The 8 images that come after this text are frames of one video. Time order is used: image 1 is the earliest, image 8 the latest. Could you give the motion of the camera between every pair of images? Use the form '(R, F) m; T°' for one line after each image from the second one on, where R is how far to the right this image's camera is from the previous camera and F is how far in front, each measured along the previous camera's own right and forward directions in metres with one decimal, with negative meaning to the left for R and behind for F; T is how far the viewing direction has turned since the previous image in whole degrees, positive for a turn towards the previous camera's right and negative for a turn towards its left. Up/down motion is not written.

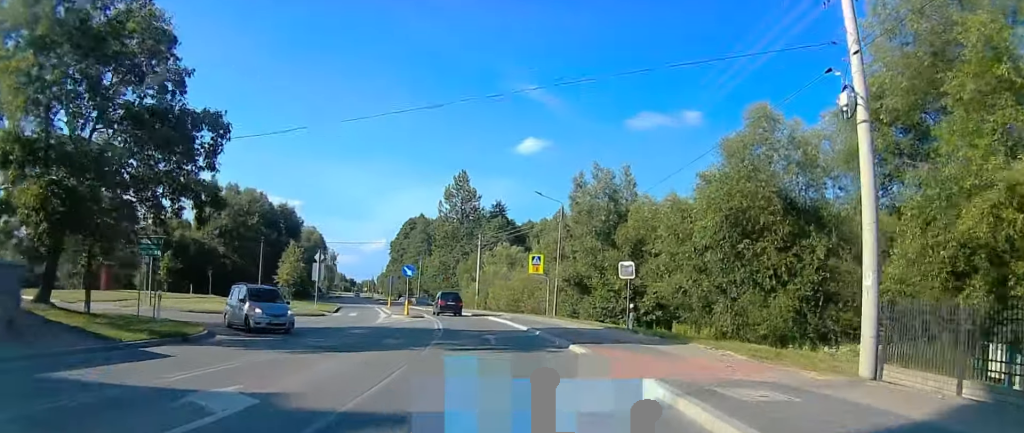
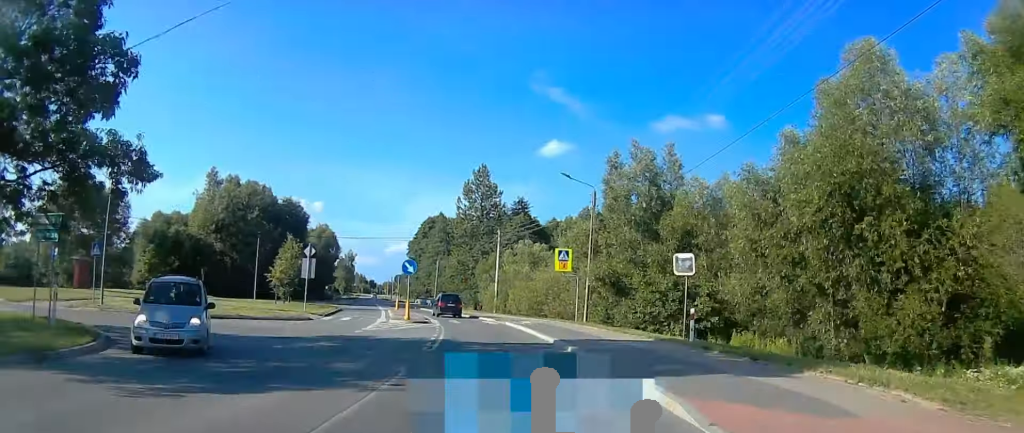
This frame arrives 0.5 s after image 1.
(-0.1, +6.7) m; -1°
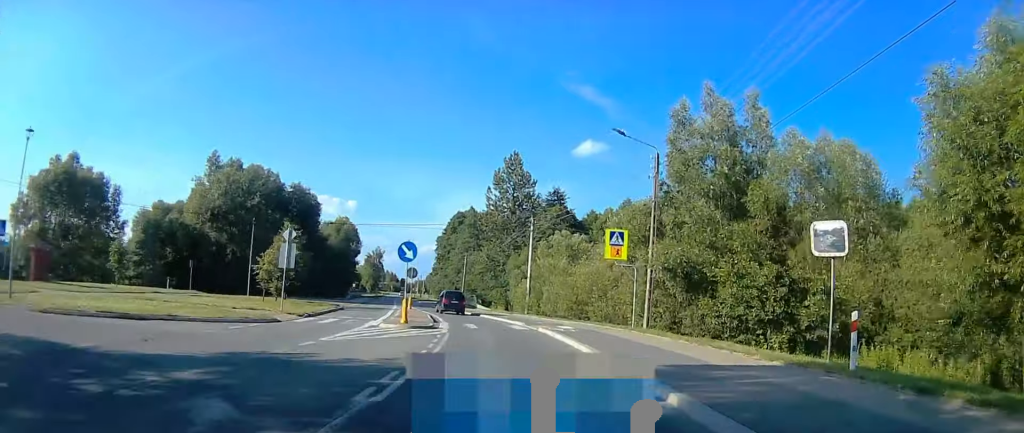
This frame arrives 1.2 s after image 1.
(-0.1, +9.0) m; -2°
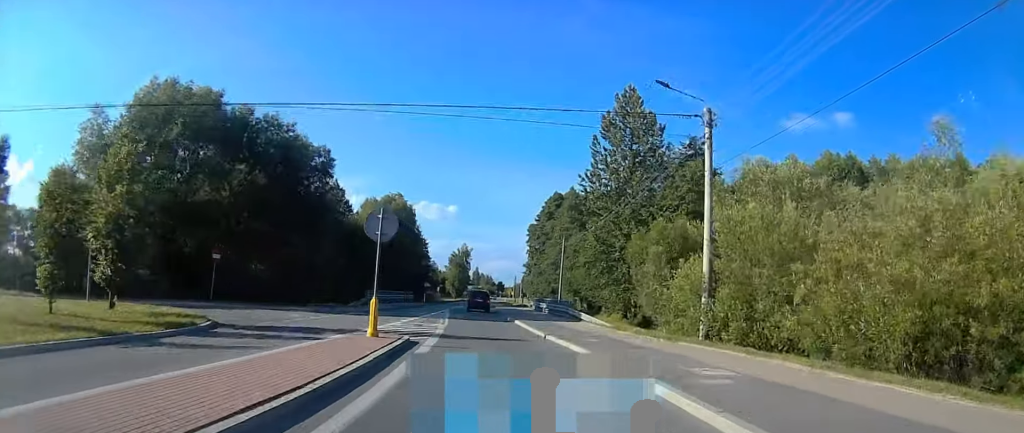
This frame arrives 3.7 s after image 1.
(-2.9, +31.3) m; -10°
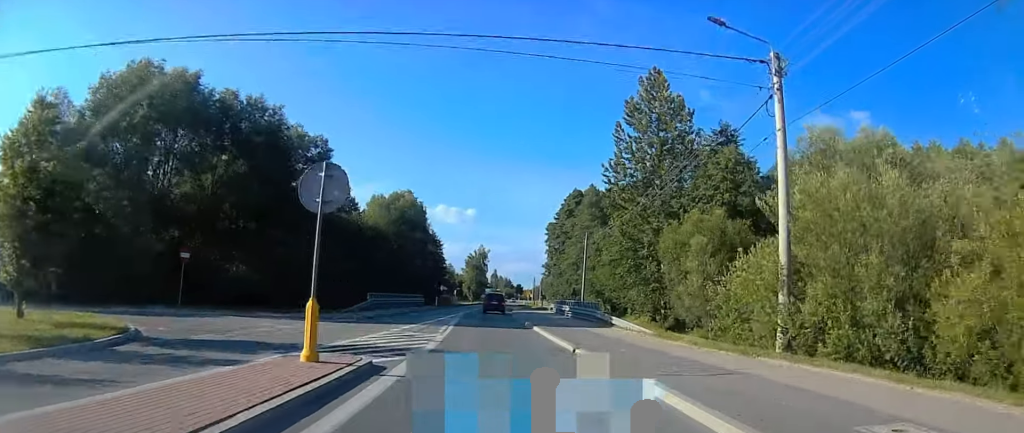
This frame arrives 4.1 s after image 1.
(-0.1, +5.7) m; -1°
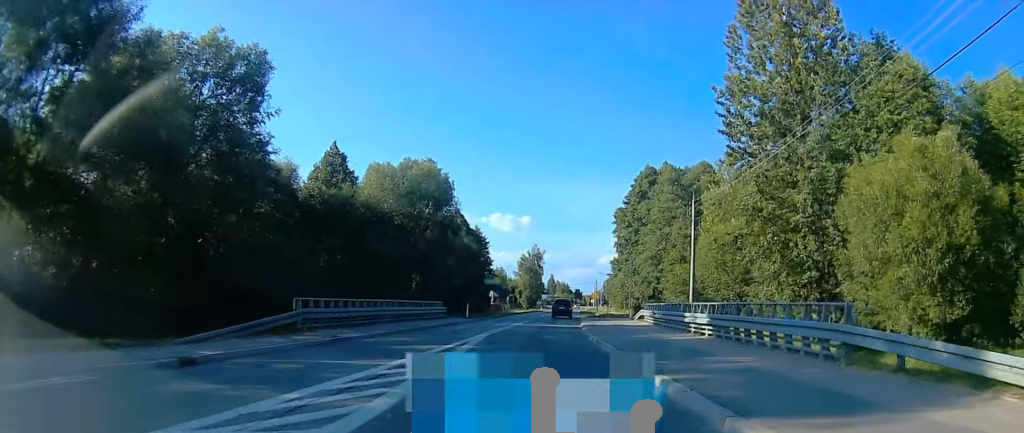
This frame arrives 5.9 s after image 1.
(-1.0, +23.7) m; -7°
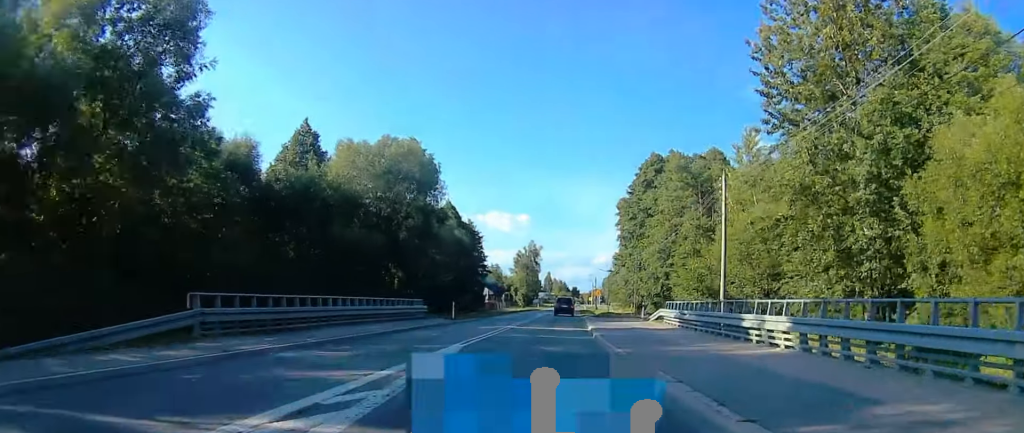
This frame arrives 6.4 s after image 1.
(-0.2, +7.4) m; -1°
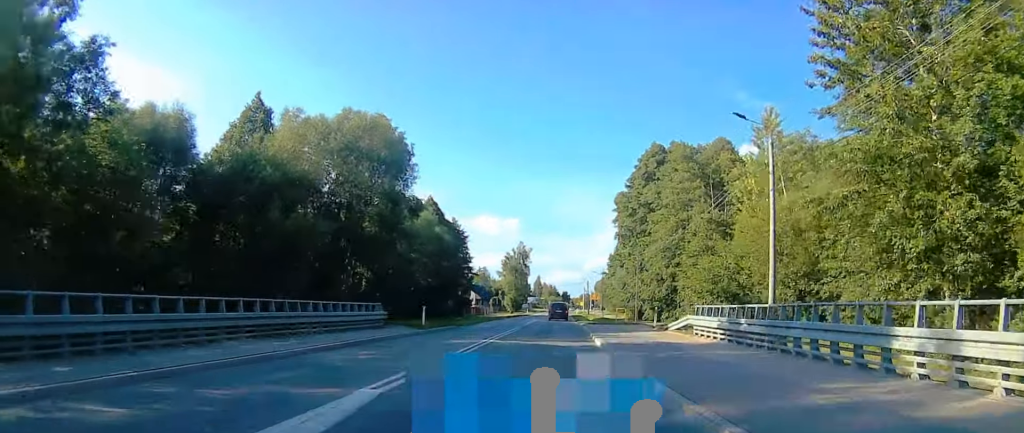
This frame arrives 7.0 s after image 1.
(-0.2, +8.5) m; -1°
